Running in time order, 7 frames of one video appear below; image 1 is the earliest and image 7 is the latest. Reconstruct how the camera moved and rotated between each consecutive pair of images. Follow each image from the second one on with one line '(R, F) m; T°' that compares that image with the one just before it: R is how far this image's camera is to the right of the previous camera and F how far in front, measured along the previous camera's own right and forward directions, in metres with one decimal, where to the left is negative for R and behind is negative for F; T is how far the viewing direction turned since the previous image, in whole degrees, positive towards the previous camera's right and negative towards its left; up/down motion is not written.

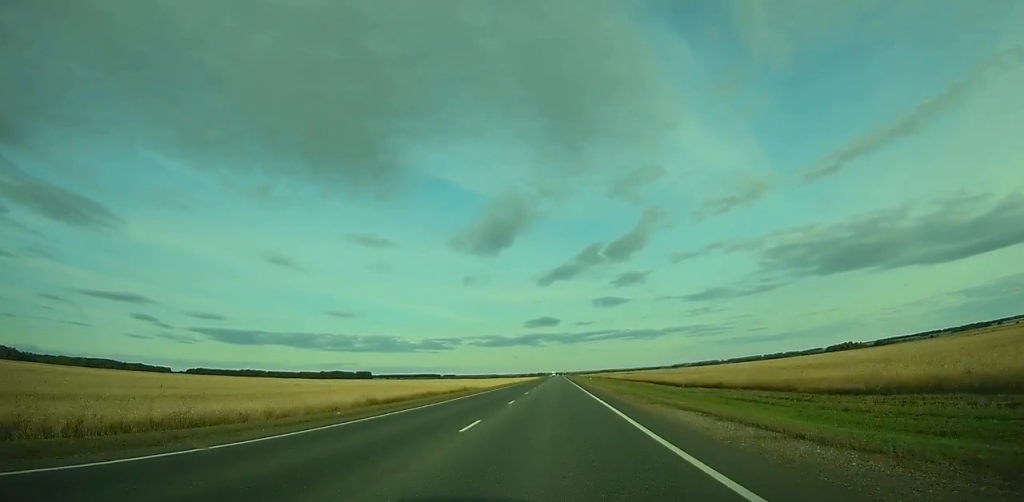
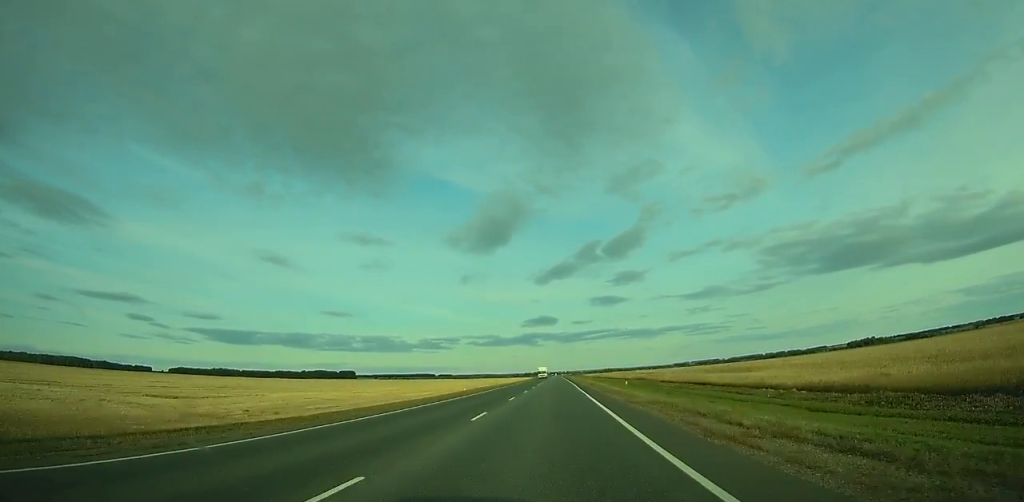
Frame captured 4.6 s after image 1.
(+0.1, +121.2) m; 0°
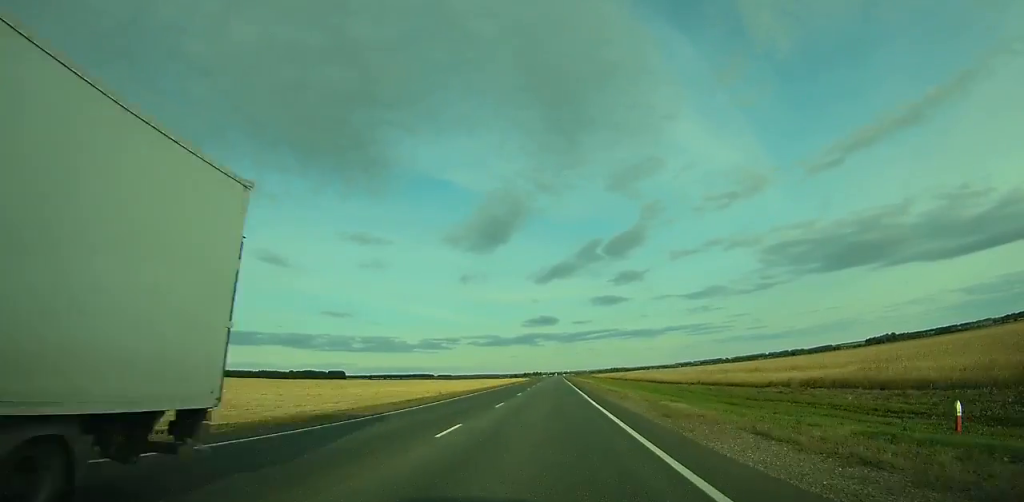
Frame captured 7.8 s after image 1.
(+0.1, +87.8) m; 0°
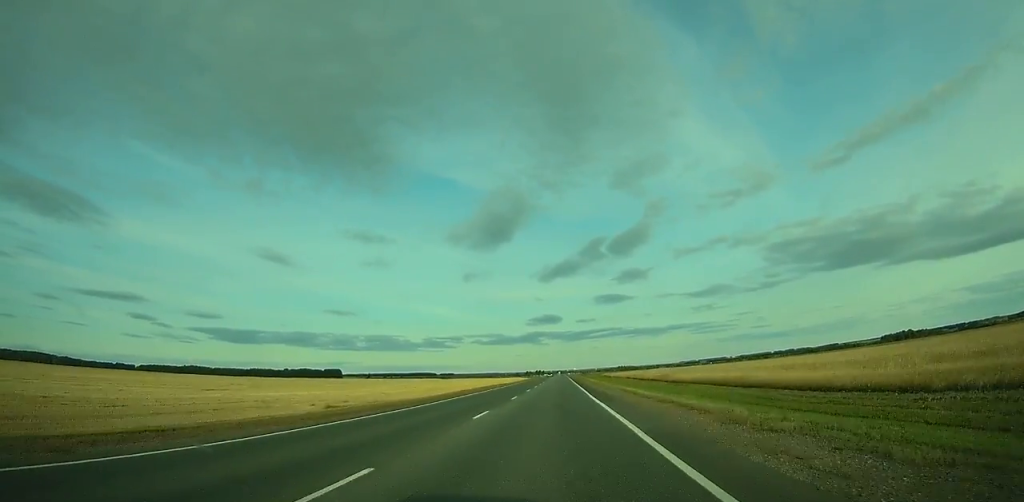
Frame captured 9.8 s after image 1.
(0.0, +55.5) m; 0°
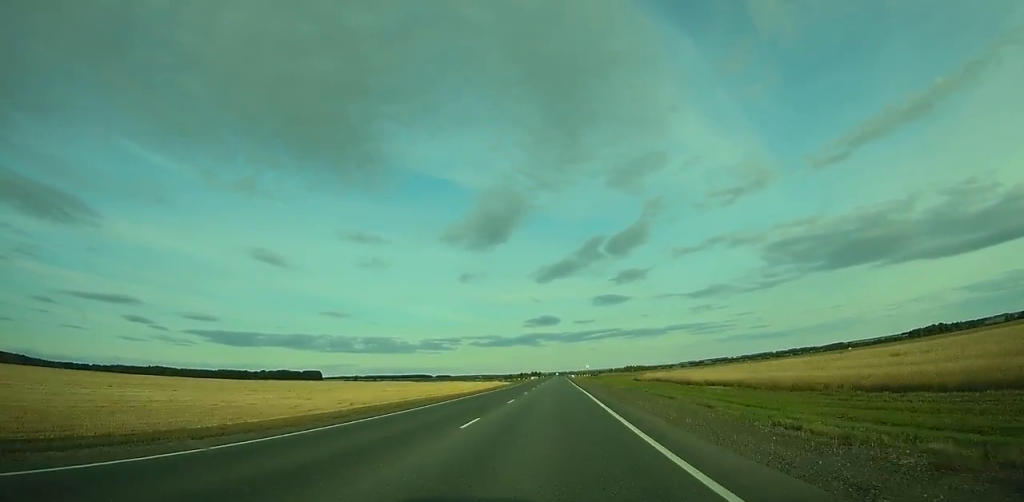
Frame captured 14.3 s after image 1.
(-0.1, +125.3) m; 0°
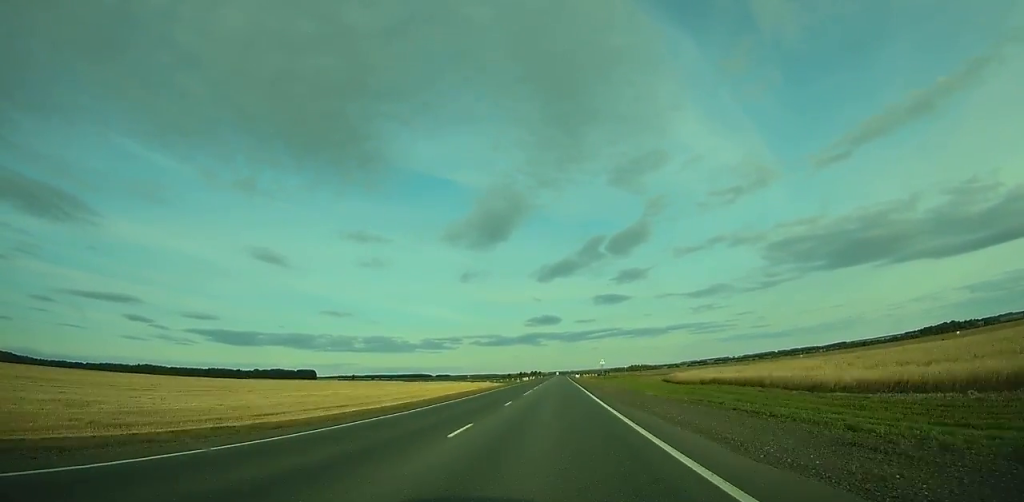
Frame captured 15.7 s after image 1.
(+0.1, +38.8) m; 0°
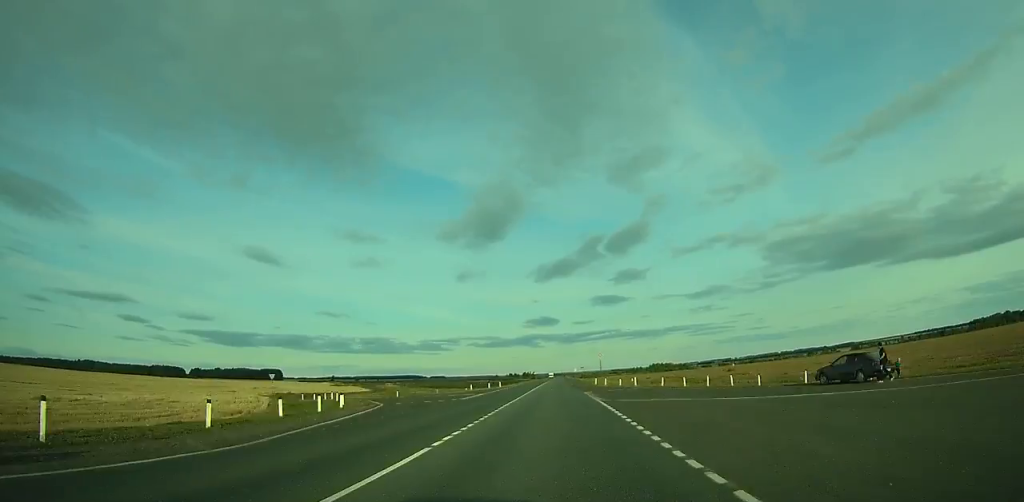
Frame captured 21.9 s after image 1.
(-0.3, +171.8) m; 0°
